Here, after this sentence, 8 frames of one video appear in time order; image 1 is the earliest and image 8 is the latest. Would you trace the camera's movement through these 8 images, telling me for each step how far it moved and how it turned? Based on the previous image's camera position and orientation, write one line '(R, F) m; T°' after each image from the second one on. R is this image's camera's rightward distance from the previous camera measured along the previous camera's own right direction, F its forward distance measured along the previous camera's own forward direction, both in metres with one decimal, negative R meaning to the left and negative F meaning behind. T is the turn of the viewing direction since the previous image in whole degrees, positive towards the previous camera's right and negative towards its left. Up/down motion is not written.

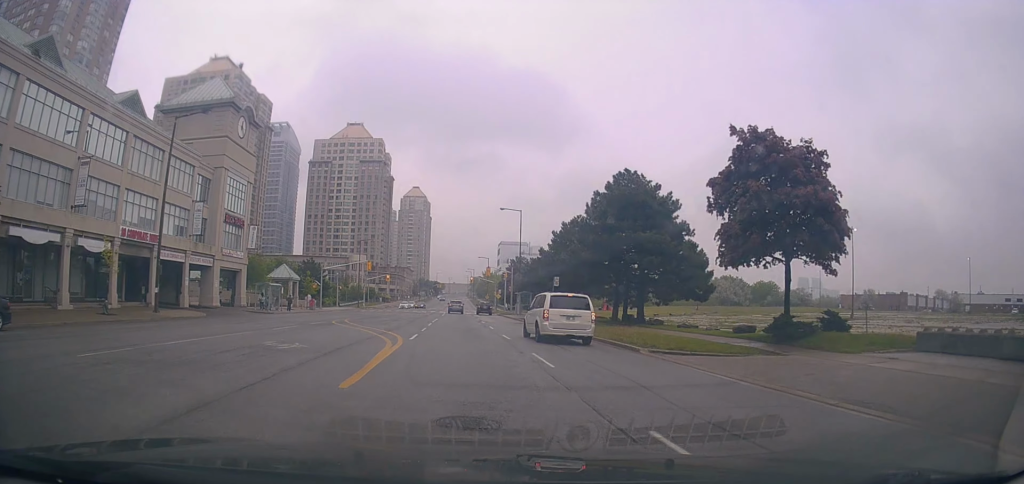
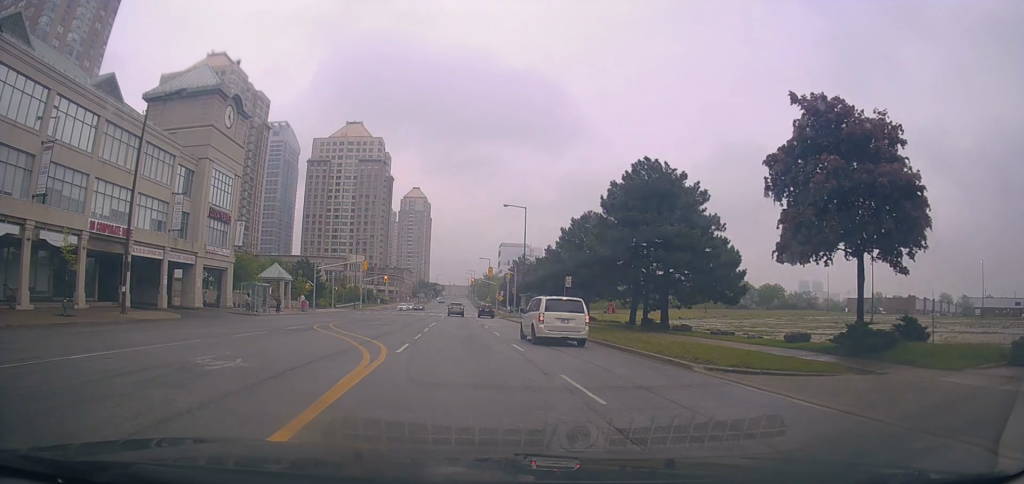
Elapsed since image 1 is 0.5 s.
(+0.1, +4.1) m; 0°
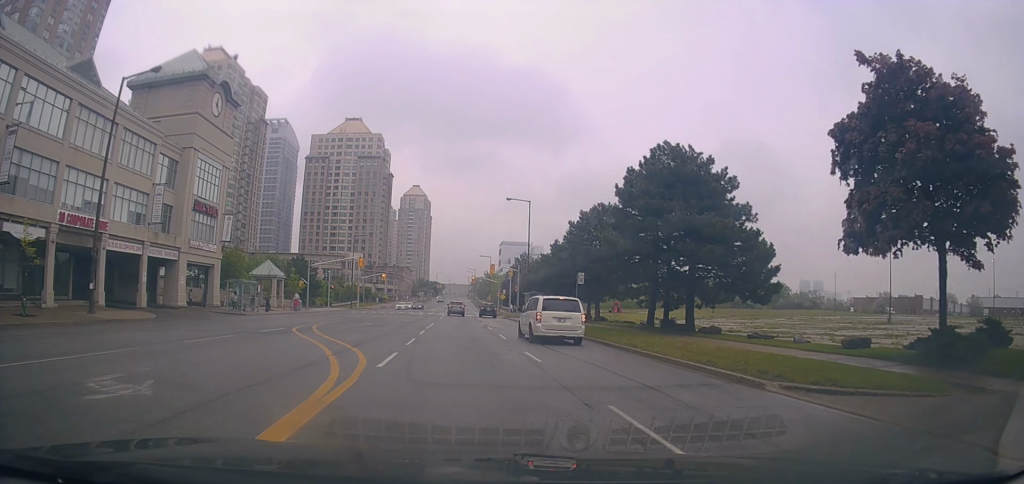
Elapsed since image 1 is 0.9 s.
(0.0, +3.5) m; 0°
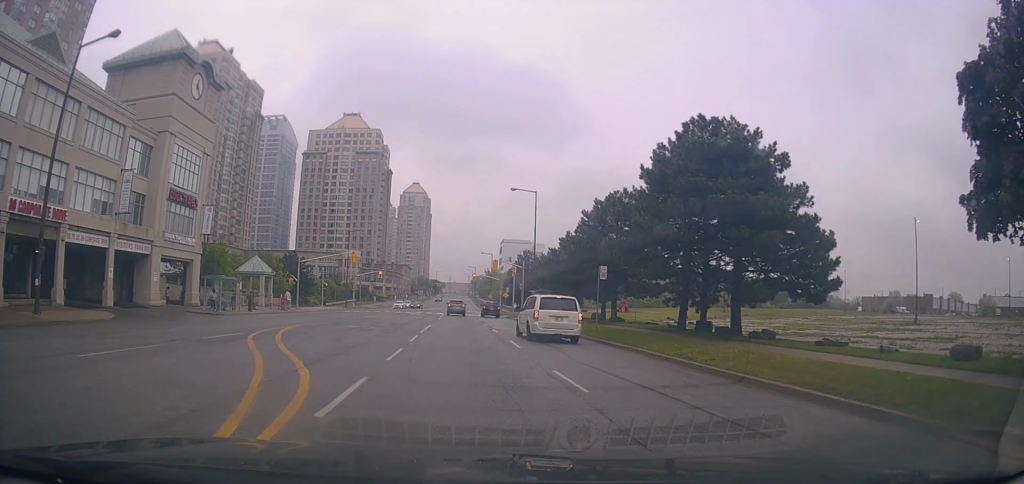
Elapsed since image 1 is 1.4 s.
(-0.1, +4.6) m; -1°
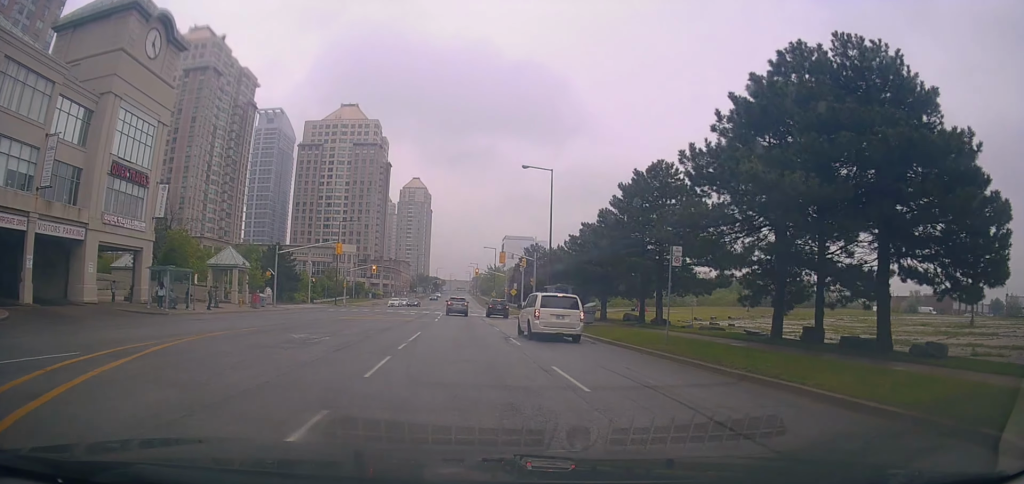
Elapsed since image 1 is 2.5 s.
(-0.2, +9.2) m; +2°
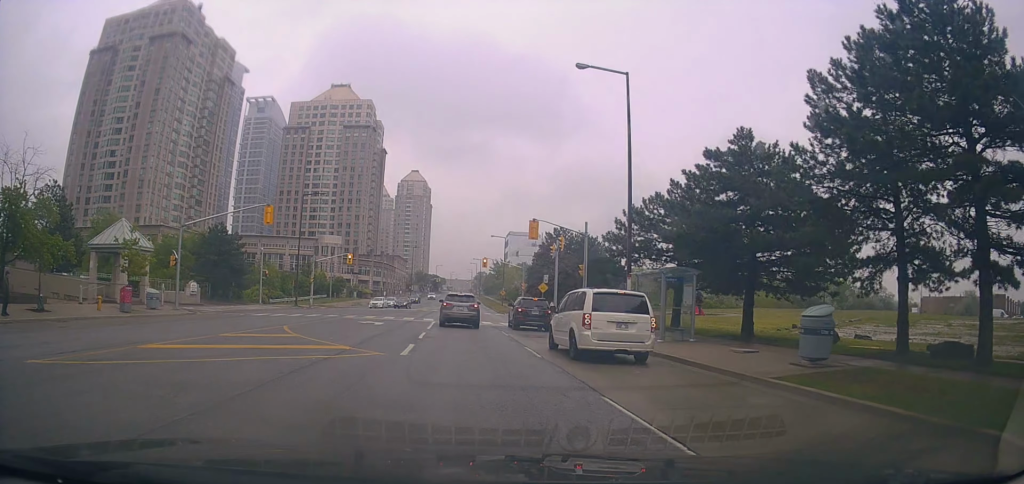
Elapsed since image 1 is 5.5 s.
(-0.9, +22.4) m; -1°
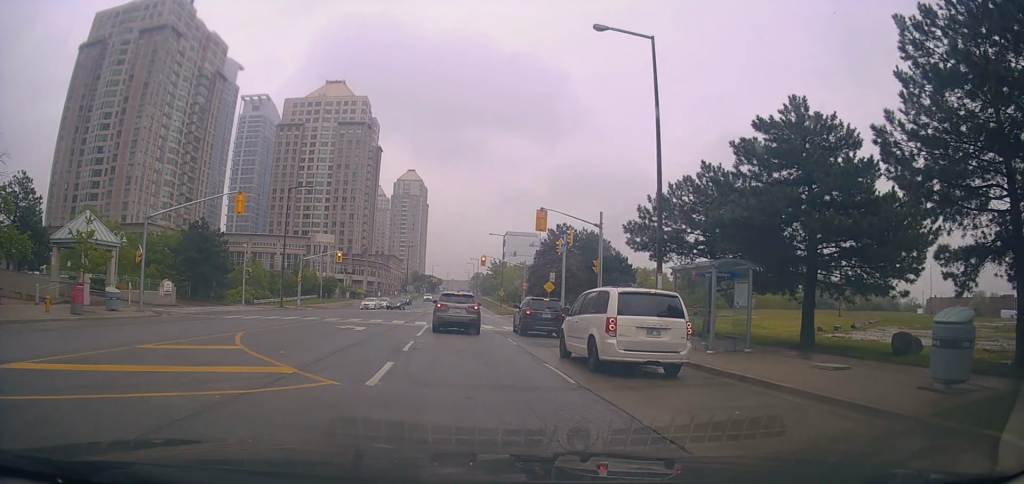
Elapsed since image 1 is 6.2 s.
(+0.2, +4.7) m; +1°
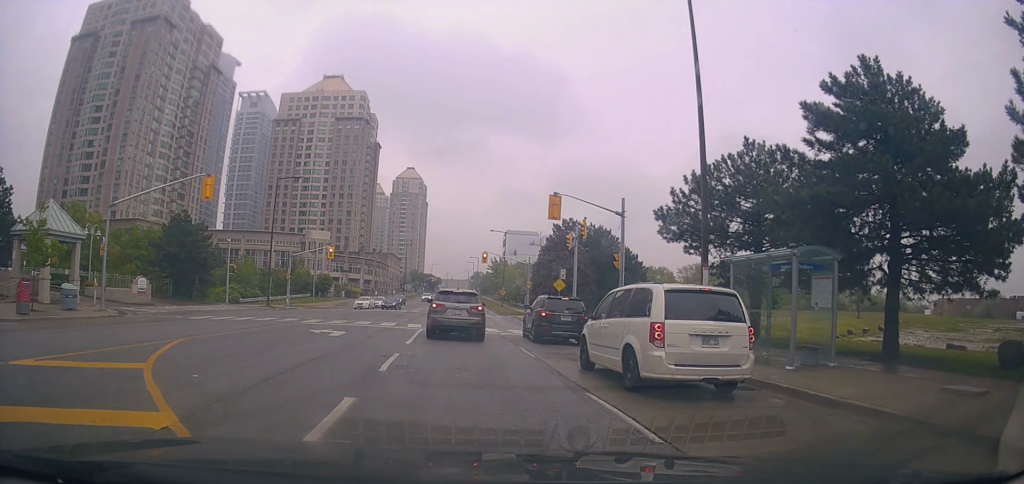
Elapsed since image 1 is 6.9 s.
(+0.2, +4.5) m; -3°
